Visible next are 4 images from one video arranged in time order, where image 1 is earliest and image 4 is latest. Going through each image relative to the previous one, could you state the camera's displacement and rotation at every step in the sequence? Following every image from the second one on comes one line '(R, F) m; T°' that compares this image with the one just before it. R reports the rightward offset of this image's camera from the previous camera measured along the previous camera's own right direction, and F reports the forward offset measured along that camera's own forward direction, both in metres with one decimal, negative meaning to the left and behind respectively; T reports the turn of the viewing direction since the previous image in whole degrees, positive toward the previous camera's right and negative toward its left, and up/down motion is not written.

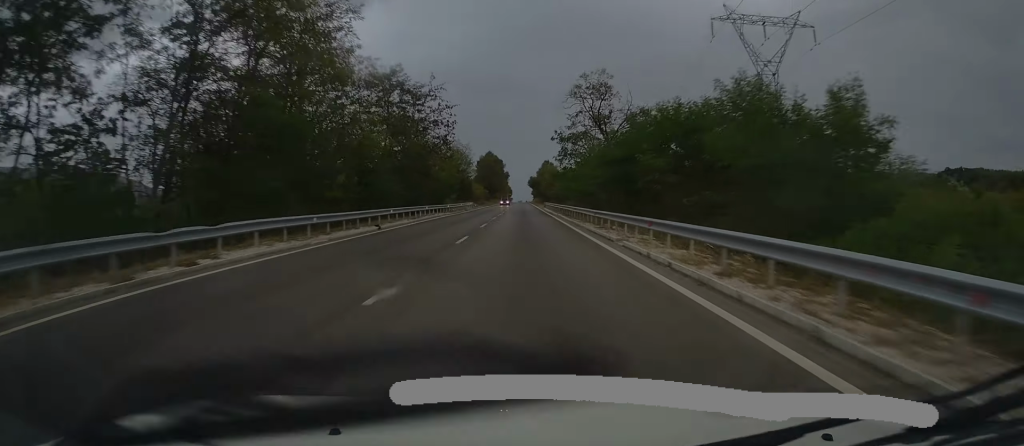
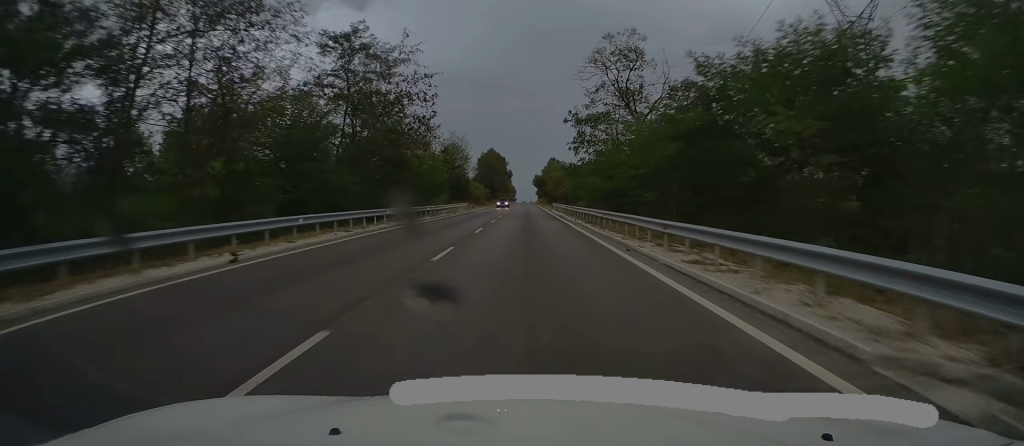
(-0.1, +13.5) m; 0°
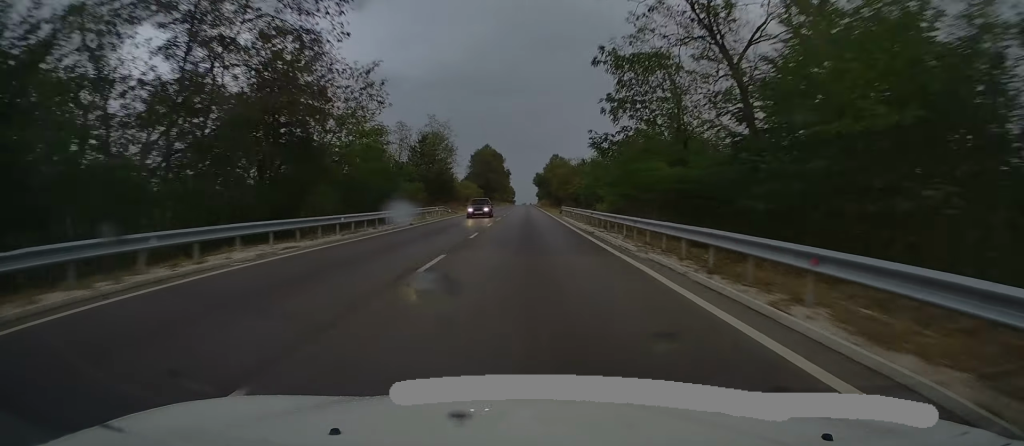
(-0.1, +19.7) m; 0°
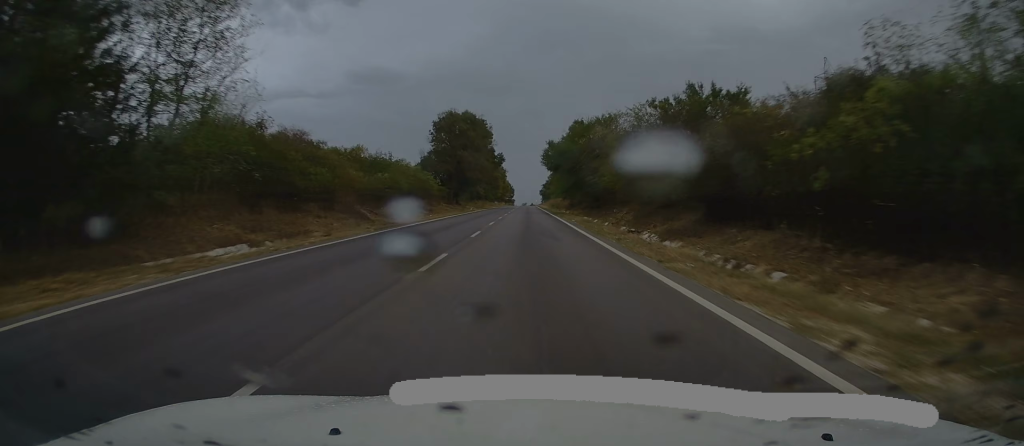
(0.0, +63.3) m; -1°
